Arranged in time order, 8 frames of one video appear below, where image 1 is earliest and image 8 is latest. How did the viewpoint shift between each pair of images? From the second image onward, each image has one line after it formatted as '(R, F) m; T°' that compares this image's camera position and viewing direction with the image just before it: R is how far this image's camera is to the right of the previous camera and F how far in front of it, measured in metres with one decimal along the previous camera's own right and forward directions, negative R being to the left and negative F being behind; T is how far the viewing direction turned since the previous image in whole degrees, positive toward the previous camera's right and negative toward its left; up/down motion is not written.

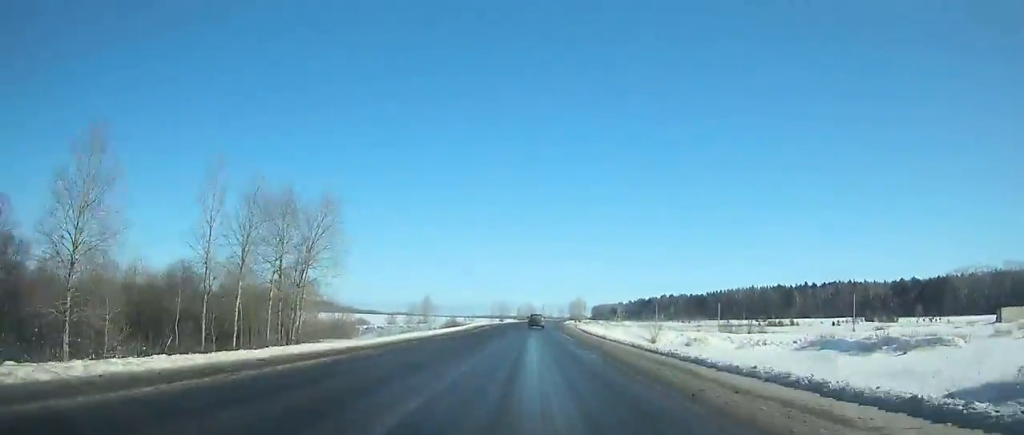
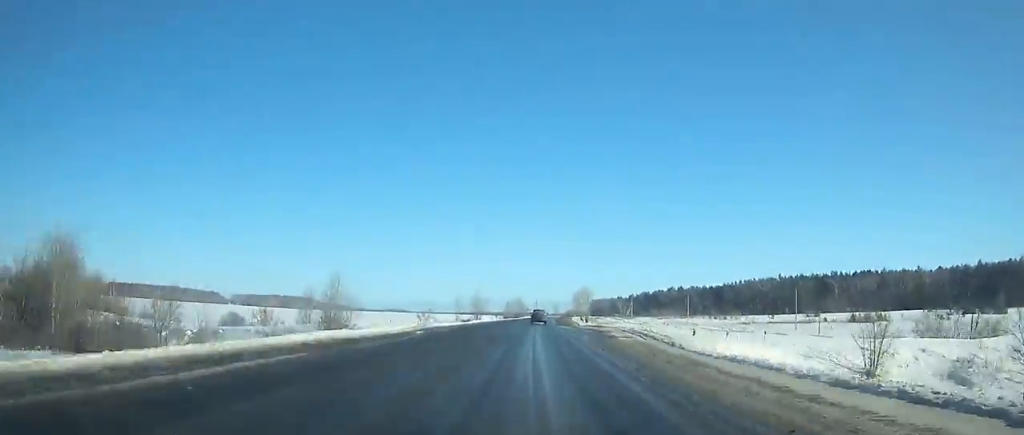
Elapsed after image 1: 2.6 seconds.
(+0.6, +60.1) m; +1°
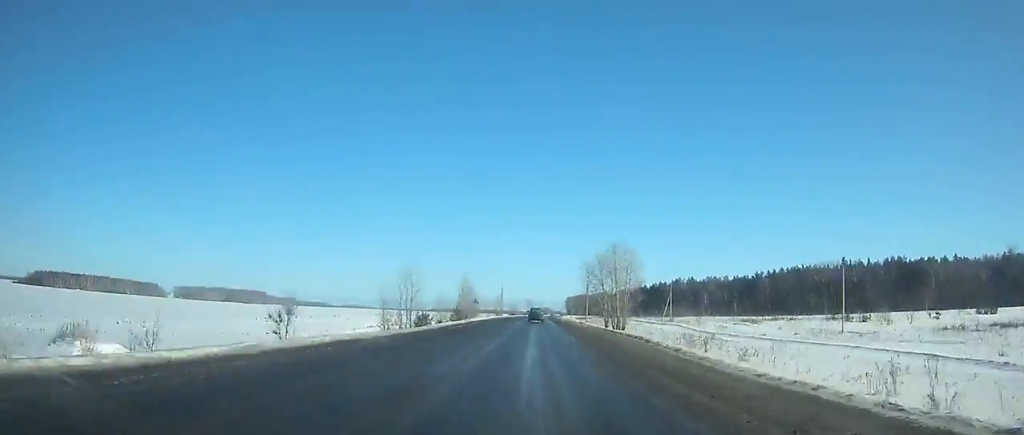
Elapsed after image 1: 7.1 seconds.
(+1.8, +103.4) m; +2°
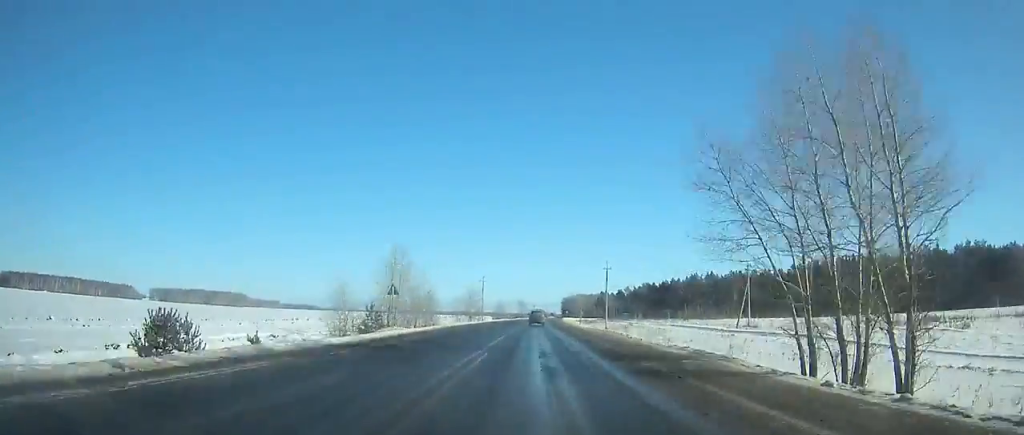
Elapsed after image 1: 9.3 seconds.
(+0.4, +50.1) m; +1°
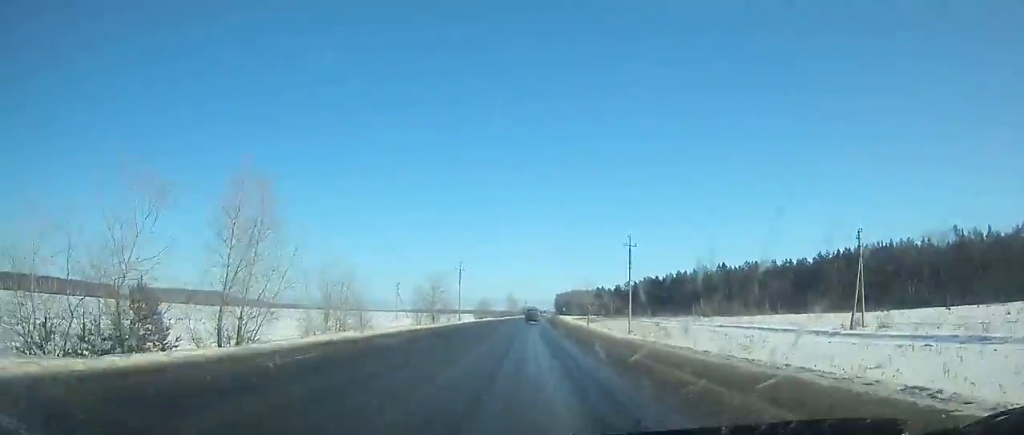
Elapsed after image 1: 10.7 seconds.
(+0.3, +31.7) m; 0°
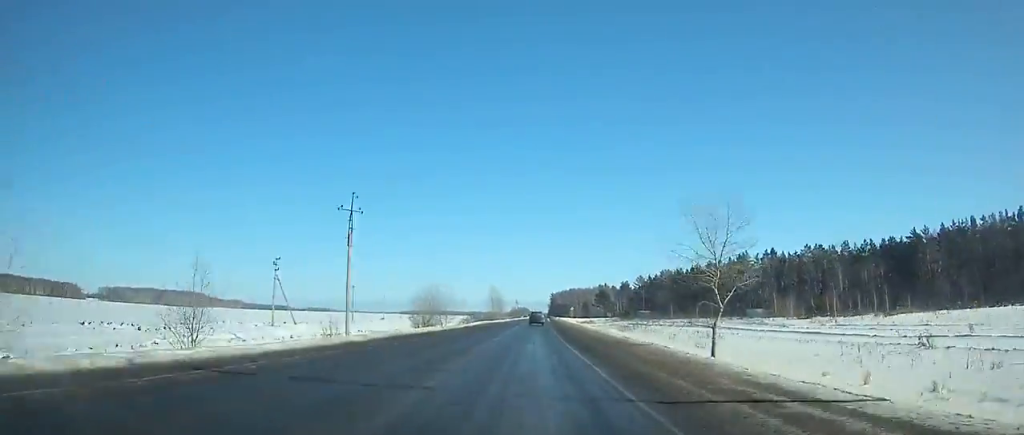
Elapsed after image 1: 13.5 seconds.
(+0.5, +63.2) m; +1°
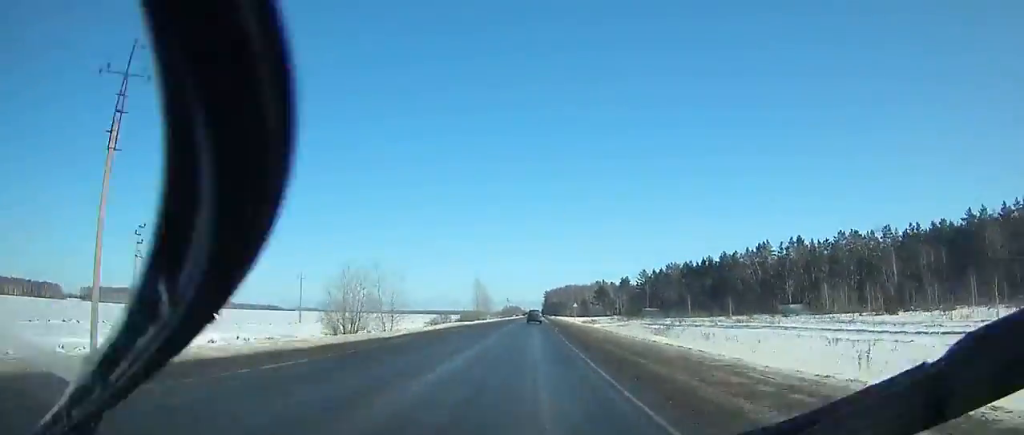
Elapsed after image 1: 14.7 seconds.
(0.0, +27.1) m; 0°
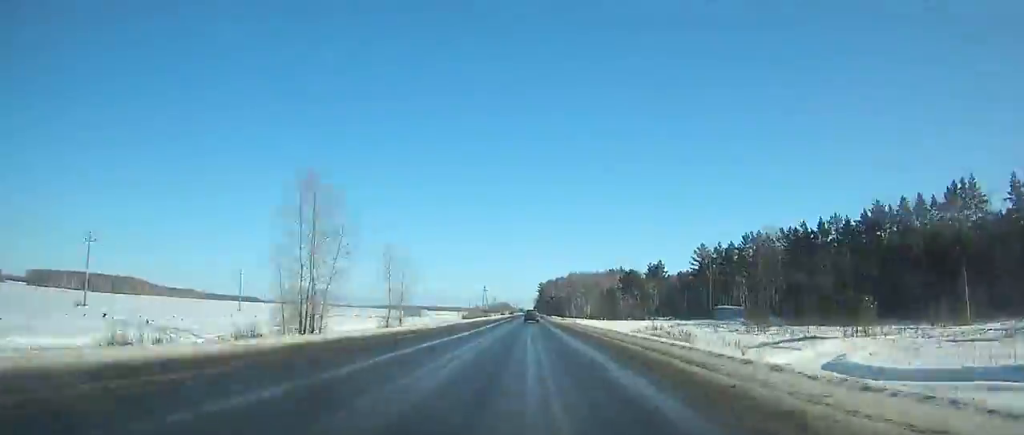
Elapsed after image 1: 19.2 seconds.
(+1.5, +101.2) m; +1°
